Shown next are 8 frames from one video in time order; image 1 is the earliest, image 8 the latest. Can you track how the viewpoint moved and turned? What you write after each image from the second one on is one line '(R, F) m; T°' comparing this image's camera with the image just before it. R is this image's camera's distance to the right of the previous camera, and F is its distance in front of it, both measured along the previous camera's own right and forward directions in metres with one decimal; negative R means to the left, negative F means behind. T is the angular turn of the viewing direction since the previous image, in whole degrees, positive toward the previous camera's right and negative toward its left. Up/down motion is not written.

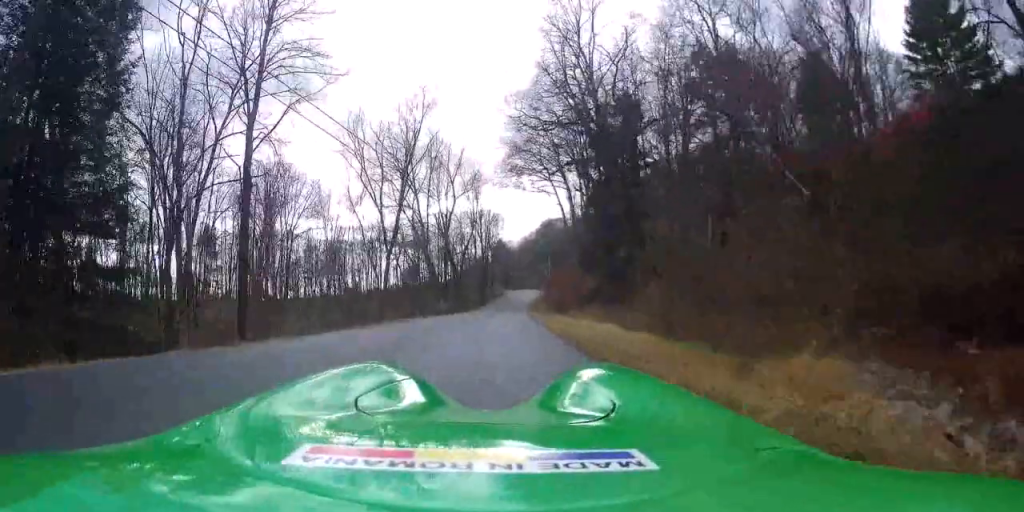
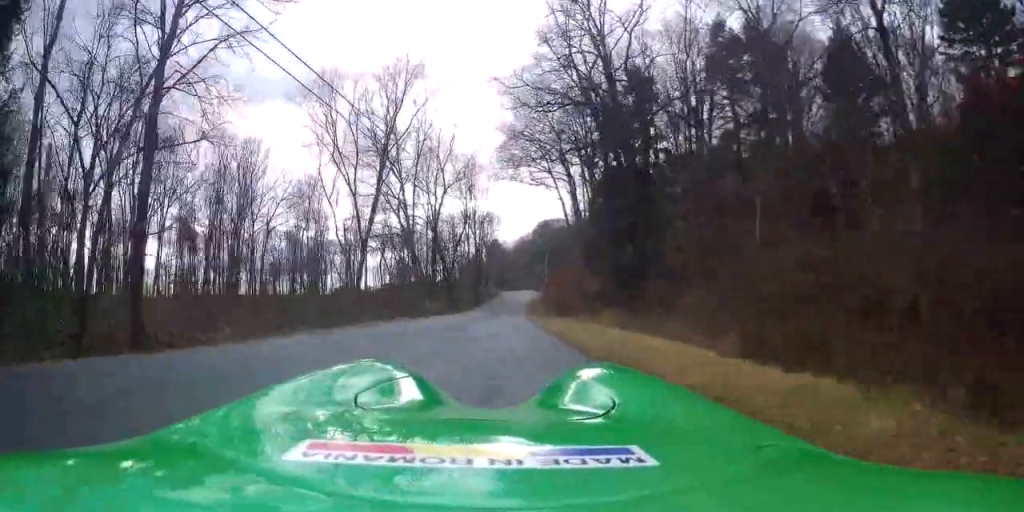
(+0.2, +6.9) m; +2°
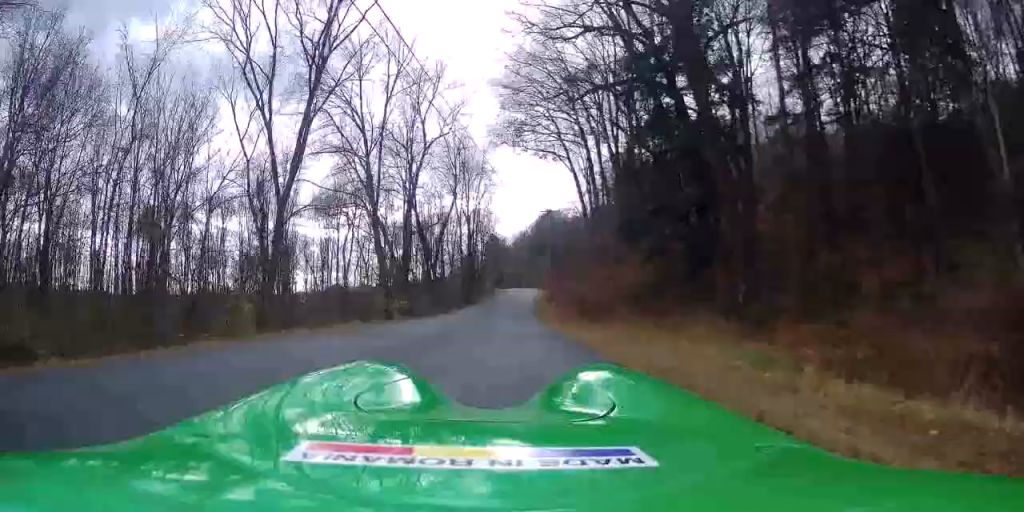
(+1.1, +17.0) m; +4°
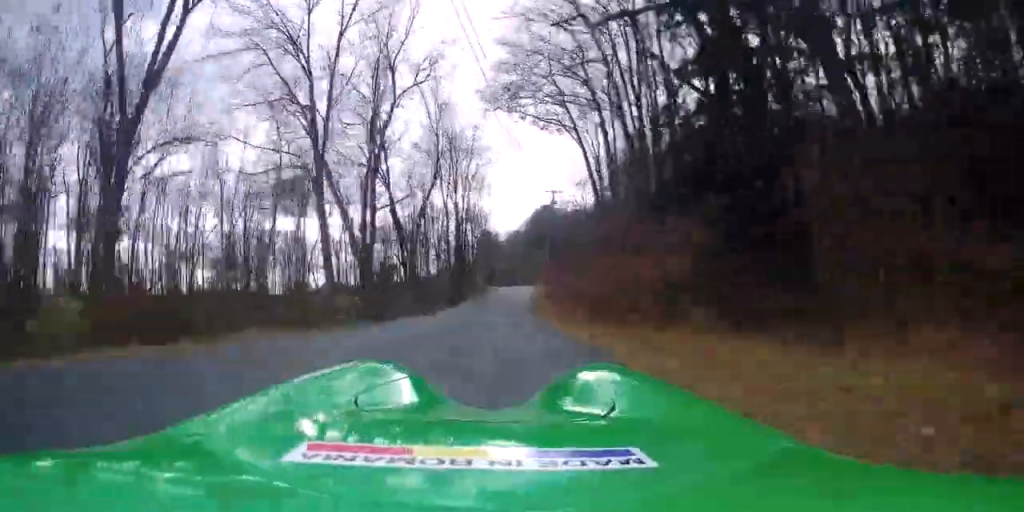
(0.0, +11.0) m; 0°
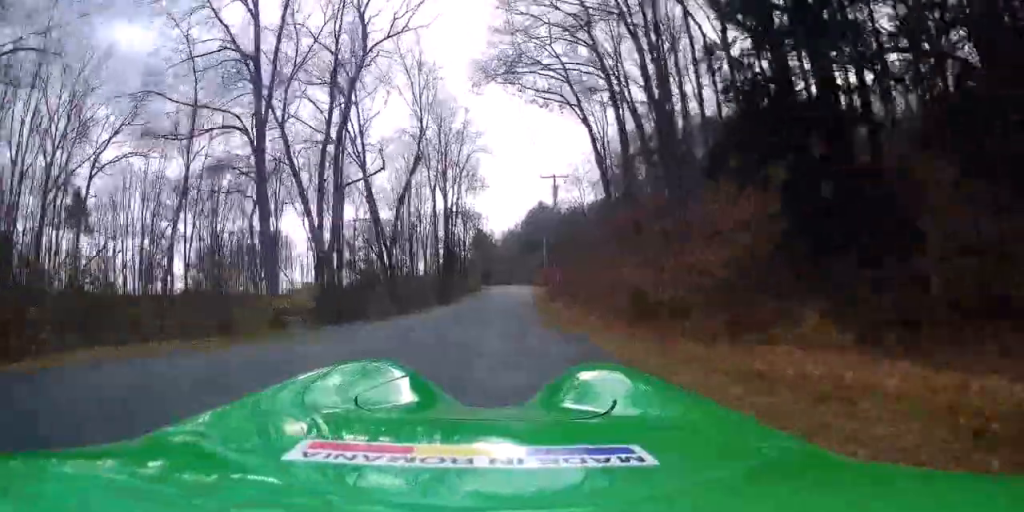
(0.0, +7.8) m; 0°
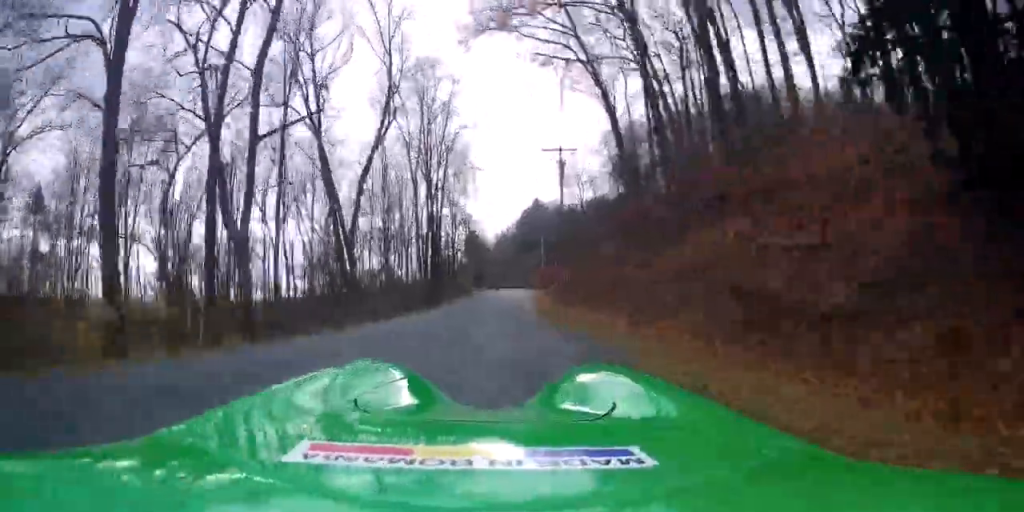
(0.0, +8.8) m; 0°
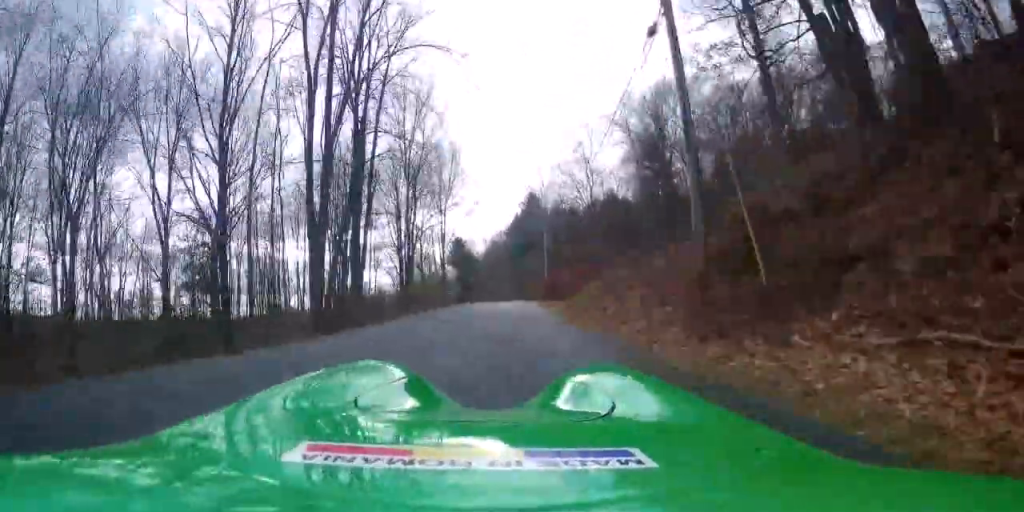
(0.0, +27.3) m; 0°
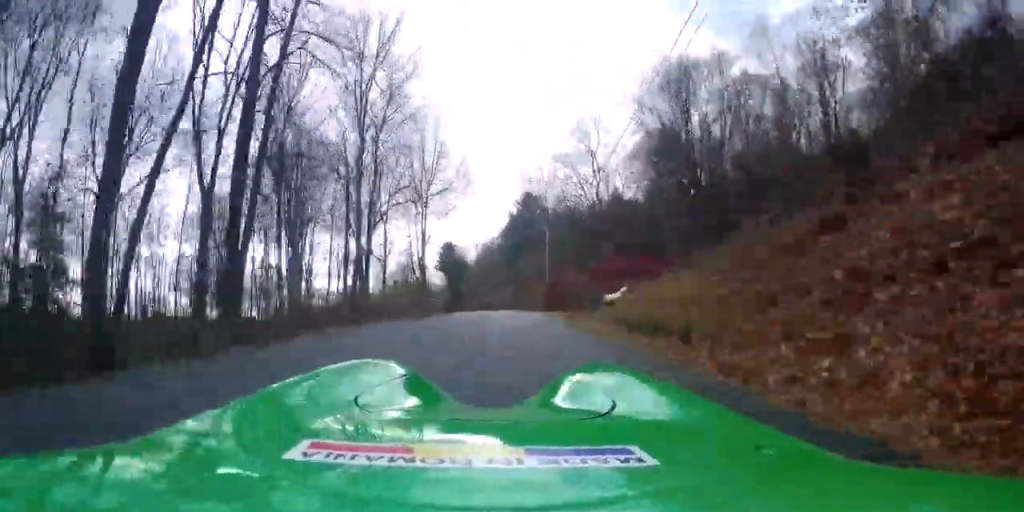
(0.0, +12.8) m; 0°
